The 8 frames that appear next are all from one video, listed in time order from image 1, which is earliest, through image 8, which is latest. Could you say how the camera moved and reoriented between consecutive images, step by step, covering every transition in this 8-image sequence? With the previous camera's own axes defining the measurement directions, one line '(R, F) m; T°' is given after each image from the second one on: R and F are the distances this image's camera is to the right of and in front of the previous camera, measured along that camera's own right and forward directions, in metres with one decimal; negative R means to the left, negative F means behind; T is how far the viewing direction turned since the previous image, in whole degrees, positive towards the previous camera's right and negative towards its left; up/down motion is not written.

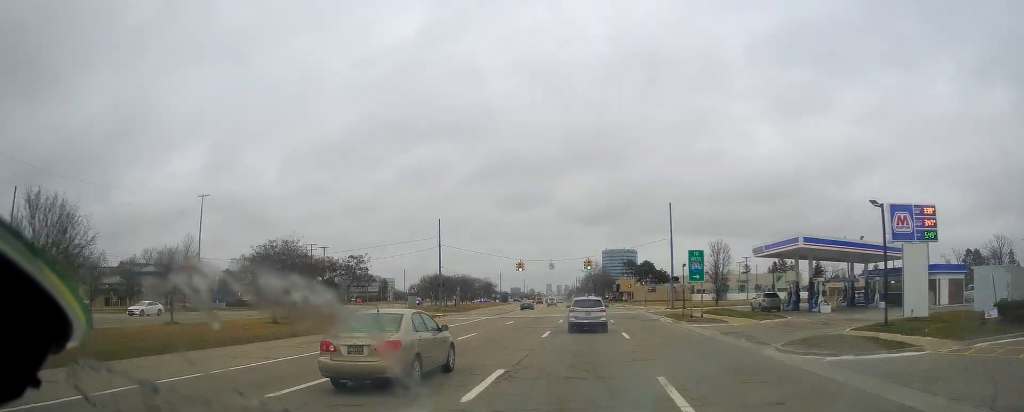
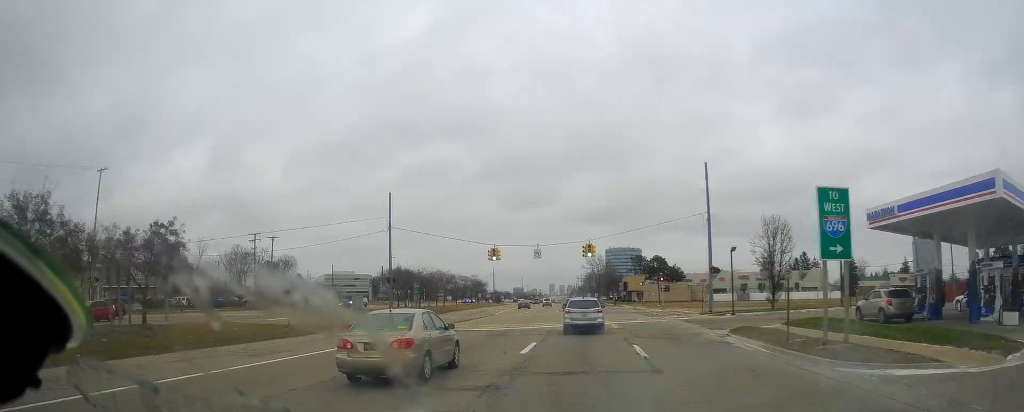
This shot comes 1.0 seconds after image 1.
(+0.1, +22.0) m; 0°
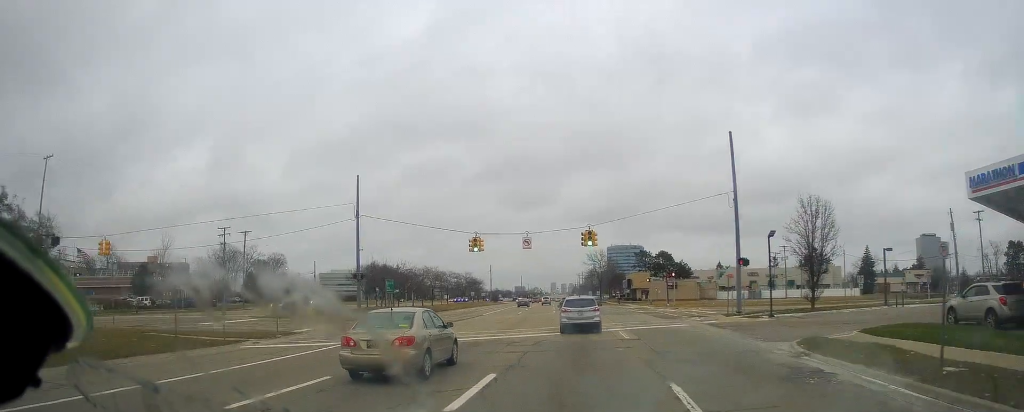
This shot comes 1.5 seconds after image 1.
(0.0, +9.2) m; 0°
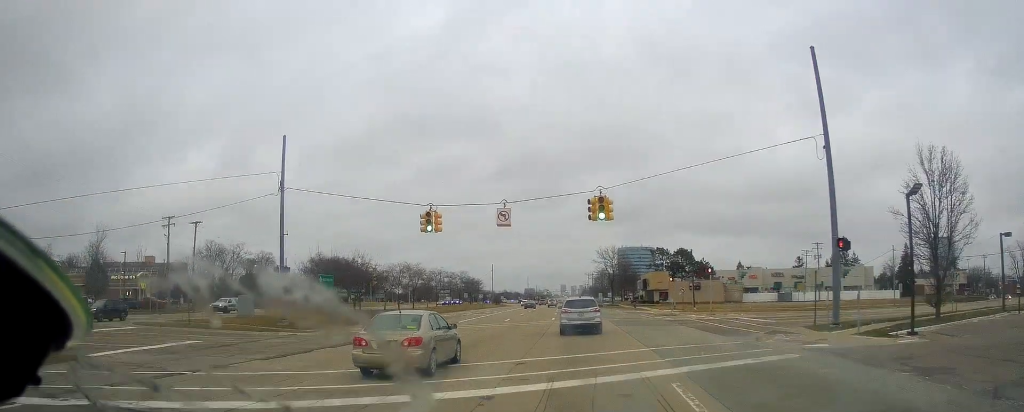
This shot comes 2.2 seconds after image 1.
(-0.3, +15.6) m; 0°
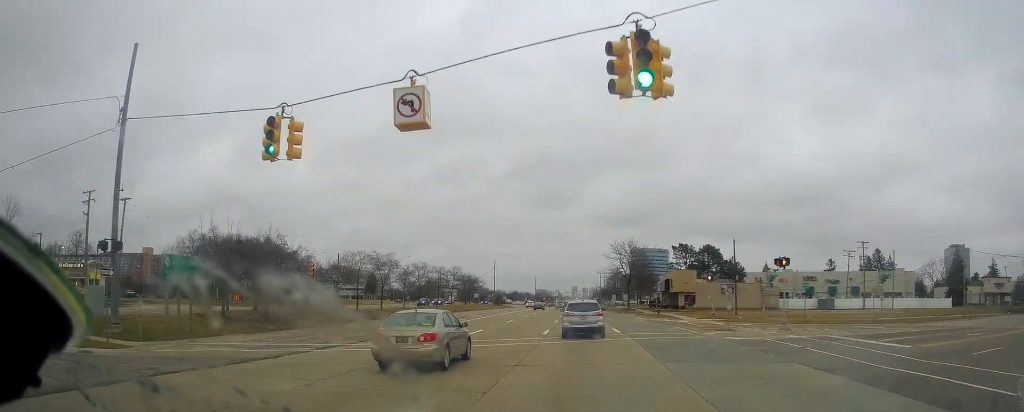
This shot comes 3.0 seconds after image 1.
(+0.2, +16.9) m; -1°
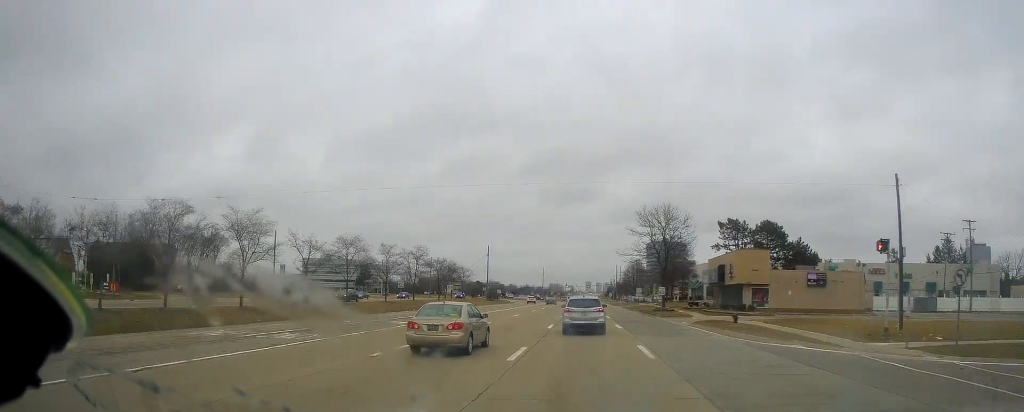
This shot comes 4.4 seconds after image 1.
(-1.0, +30.4) m; -1°
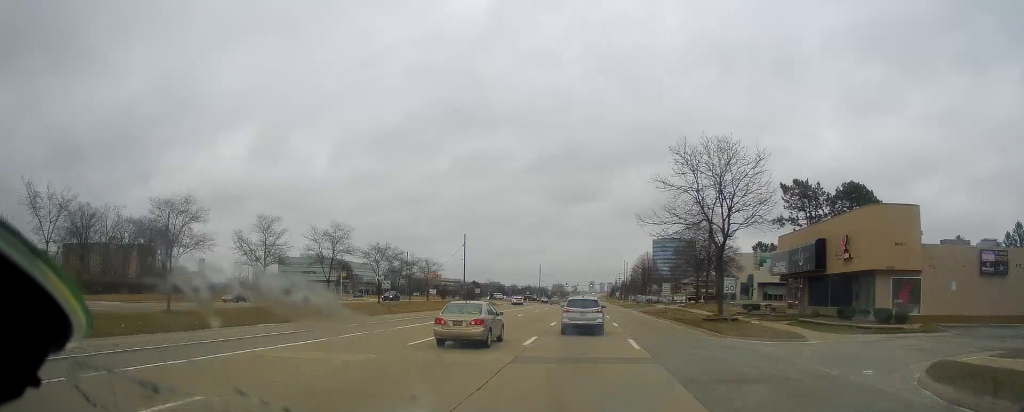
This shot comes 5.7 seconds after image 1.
(+0.6, +27.1) m; +1°
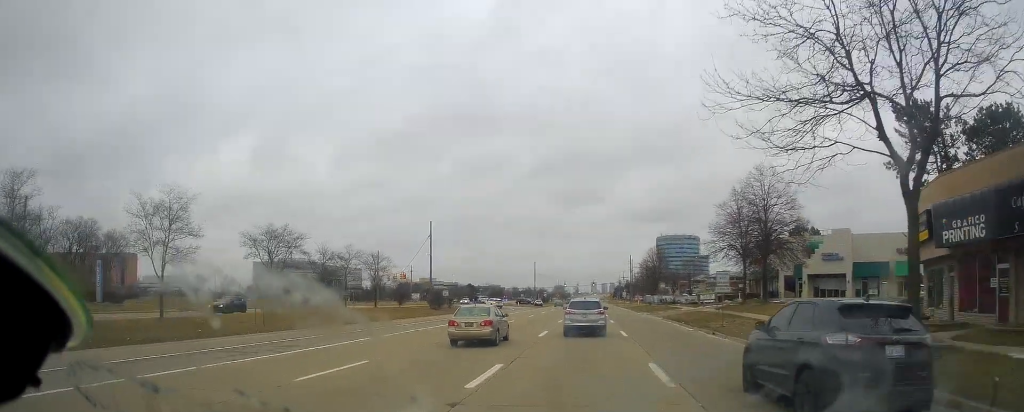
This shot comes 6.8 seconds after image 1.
(-0.3, +22.8) m; -2°
